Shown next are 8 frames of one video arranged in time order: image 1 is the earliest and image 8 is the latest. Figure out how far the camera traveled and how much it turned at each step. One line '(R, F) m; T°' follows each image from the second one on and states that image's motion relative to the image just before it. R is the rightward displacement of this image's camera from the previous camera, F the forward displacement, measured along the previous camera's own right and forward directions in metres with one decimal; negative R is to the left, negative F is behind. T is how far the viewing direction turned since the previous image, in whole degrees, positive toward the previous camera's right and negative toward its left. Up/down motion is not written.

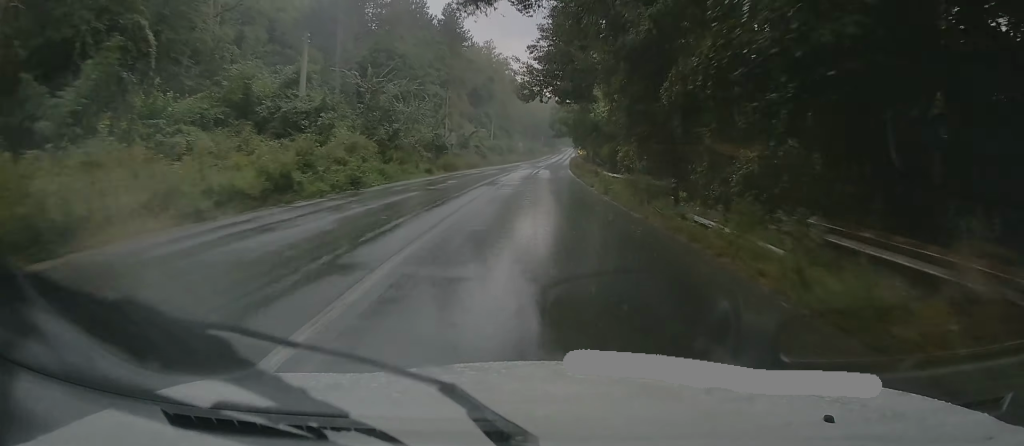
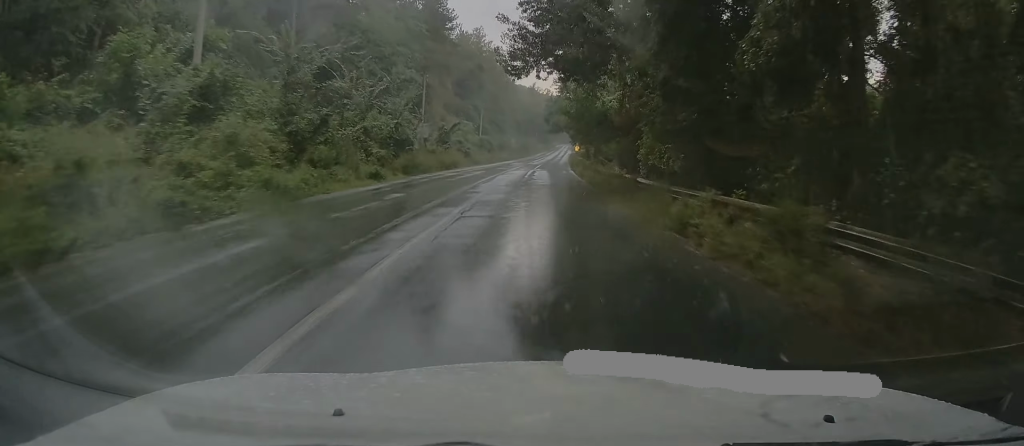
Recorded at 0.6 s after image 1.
(-0.1, +11.1) m; 0°
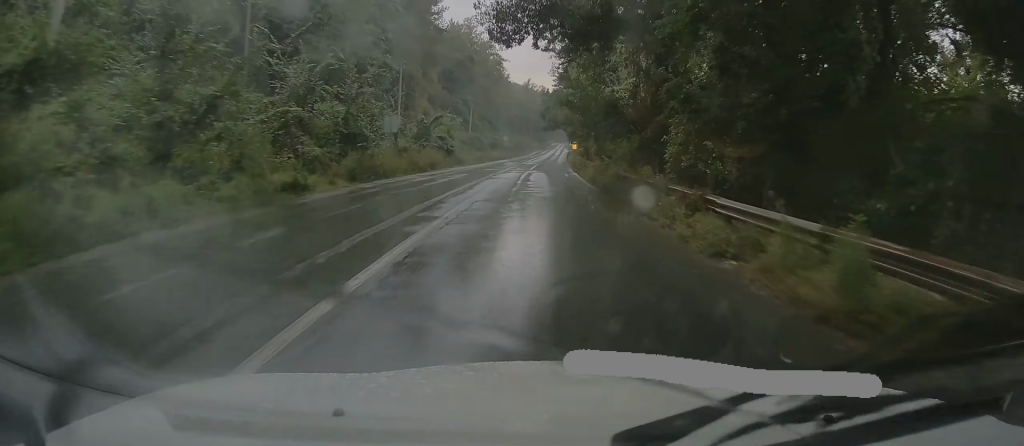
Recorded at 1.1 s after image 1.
(-0.2, +8.1) m; 0°
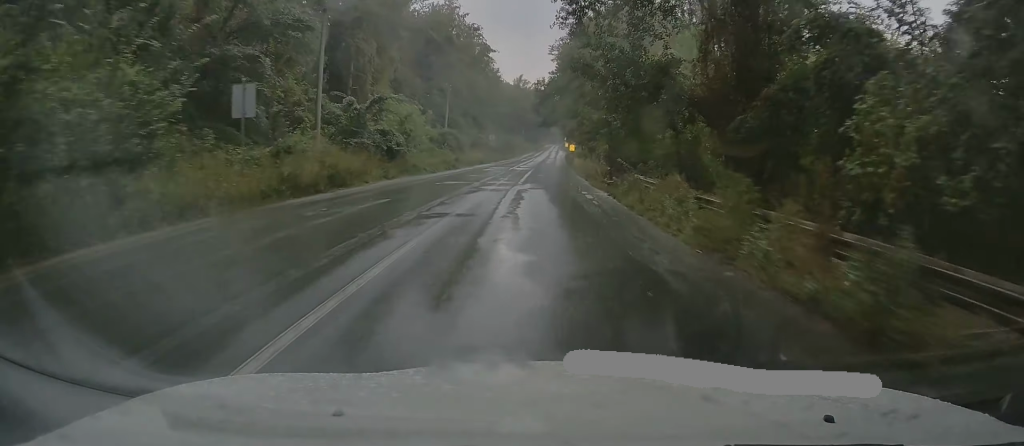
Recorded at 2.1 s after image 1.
(+0.4, +17.1) m; +2°
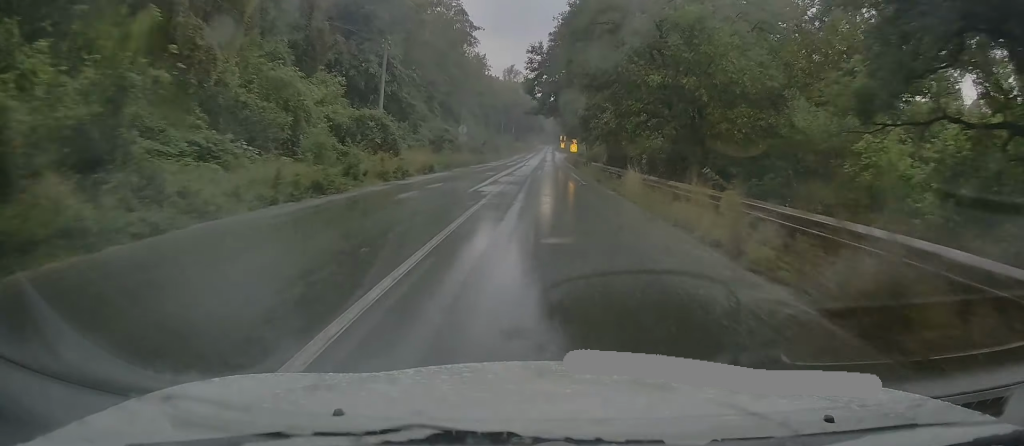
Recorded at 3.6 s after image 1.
(0.0, +26.6) m; +1°
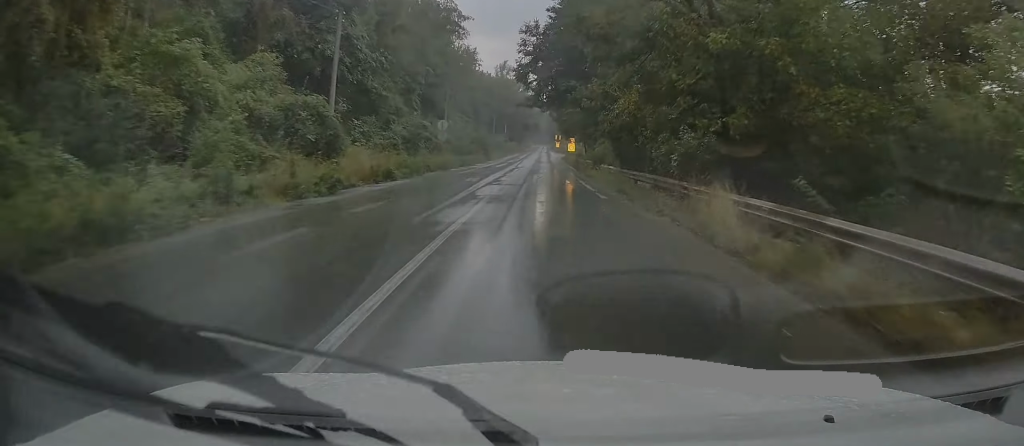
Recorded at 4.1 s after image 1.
(-0.1, +8.8) m; +1°
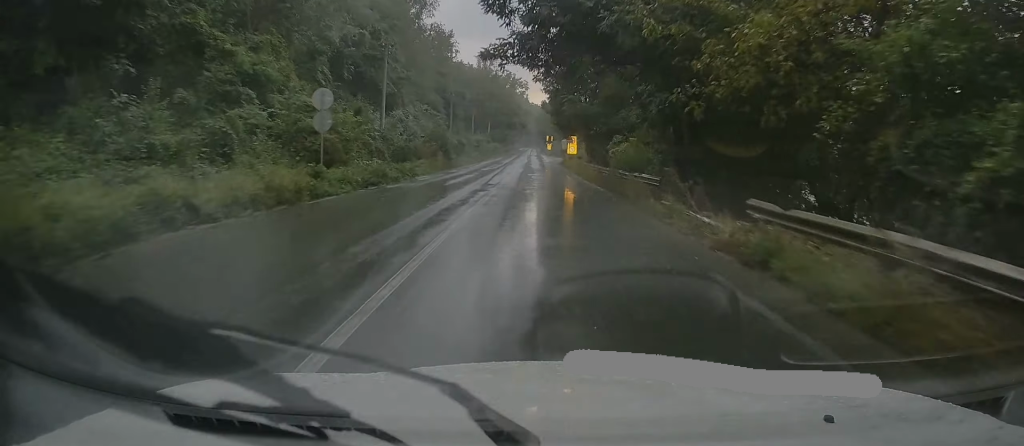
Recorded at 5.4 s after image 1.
(+0.5, +23.5) m; +1°
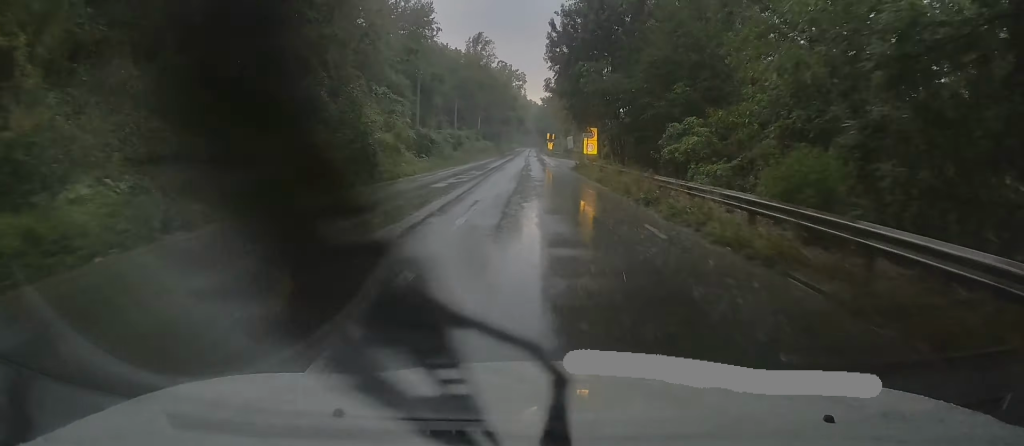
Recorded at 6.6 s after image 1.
(-0.1, +22.1) m; +1°
